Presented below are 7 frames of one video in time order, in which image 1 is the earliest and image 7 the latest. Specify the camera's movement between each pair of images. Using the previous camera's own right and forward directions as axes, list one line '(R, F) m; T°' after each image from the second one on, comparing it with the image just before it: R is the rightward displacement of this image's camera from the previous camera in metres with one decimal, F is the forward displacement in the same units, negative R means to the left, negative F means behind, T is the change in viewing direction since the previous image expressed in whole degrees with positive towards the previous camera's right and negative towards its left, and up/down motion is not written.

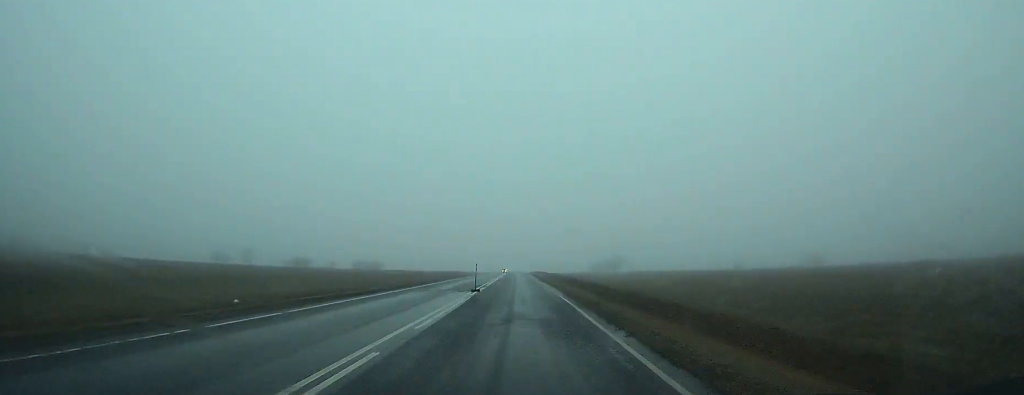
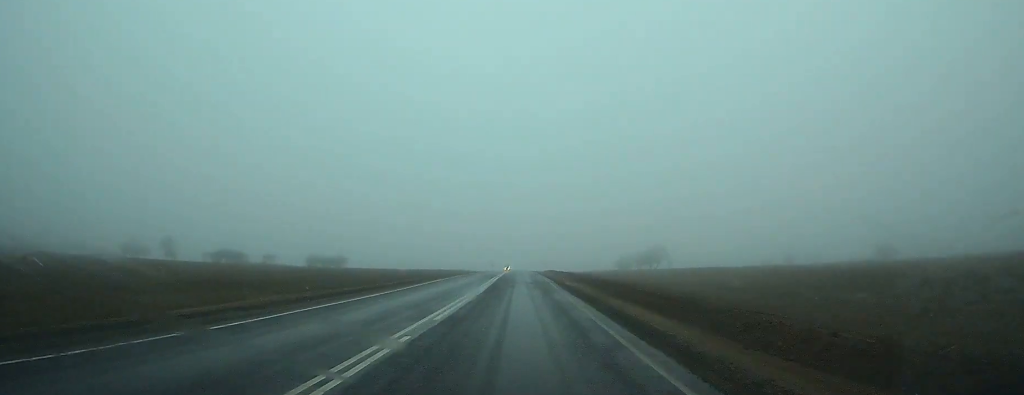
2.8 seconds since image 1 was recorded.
(+0.1, +60.0) m; 0°
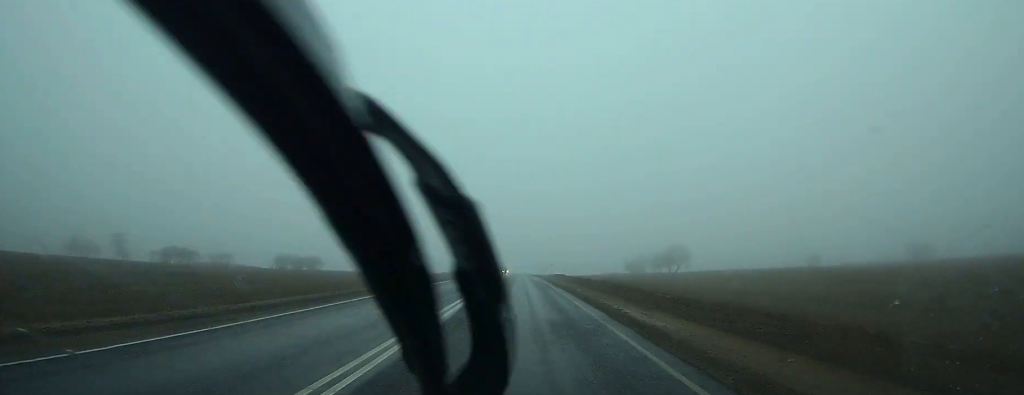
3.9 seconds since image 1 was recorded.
(0.0, +23.4) m; 0°
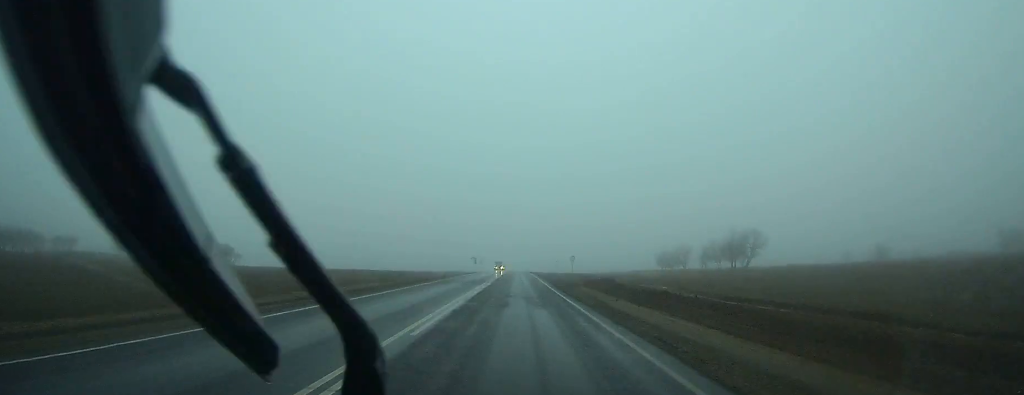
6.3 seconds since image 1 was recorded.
(-0.2, +47.6) m; 0°
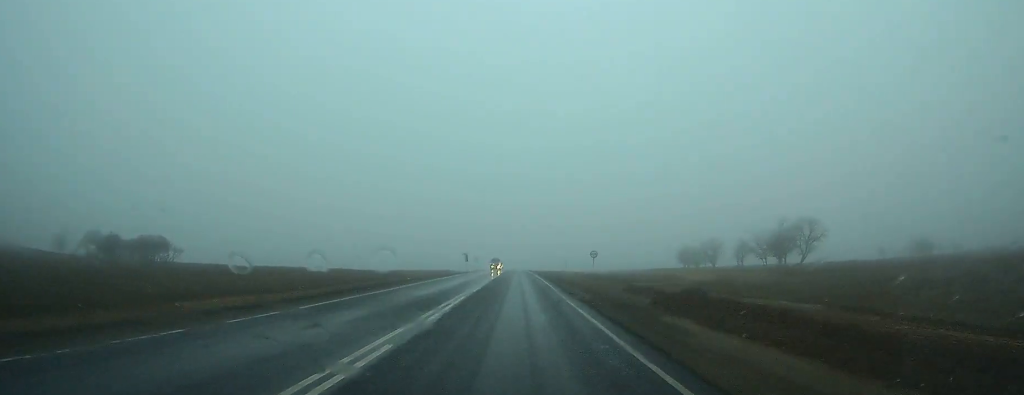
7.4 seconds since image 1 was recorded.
(0.0, +20.9) m; 0°
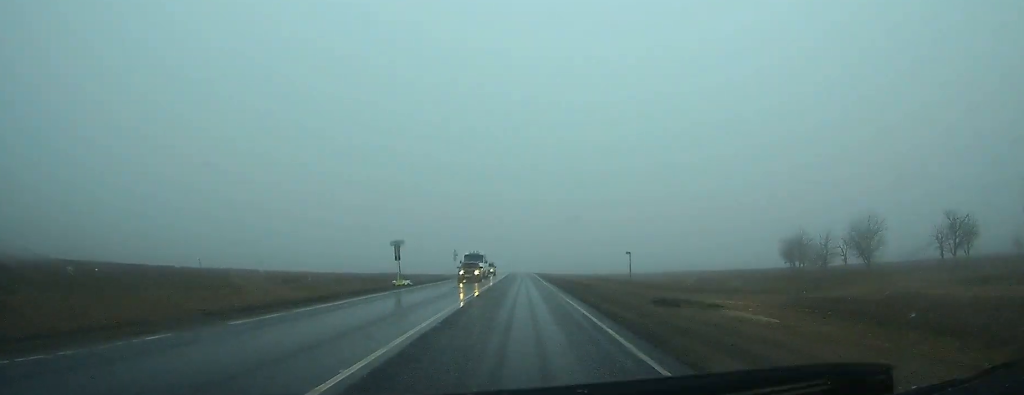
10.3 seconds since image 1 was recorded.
(-0.2, +59.0) m; 0°
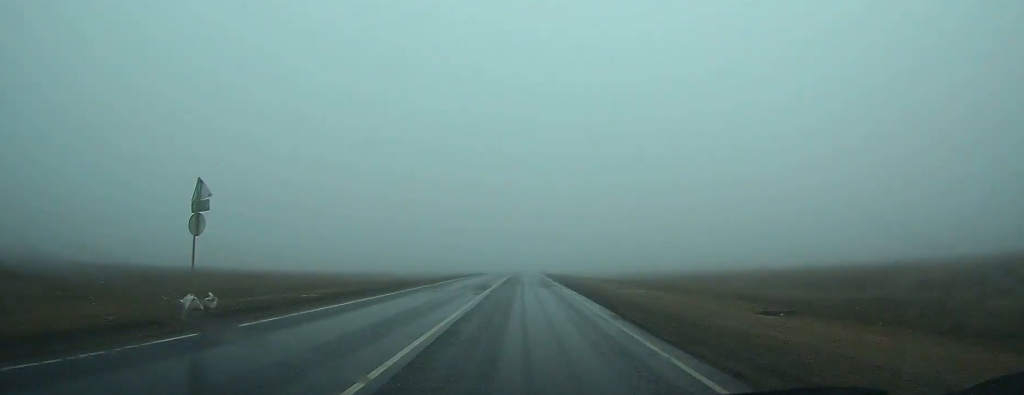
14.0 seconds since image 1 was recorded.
(+0.1, +74.3) m; 0°
